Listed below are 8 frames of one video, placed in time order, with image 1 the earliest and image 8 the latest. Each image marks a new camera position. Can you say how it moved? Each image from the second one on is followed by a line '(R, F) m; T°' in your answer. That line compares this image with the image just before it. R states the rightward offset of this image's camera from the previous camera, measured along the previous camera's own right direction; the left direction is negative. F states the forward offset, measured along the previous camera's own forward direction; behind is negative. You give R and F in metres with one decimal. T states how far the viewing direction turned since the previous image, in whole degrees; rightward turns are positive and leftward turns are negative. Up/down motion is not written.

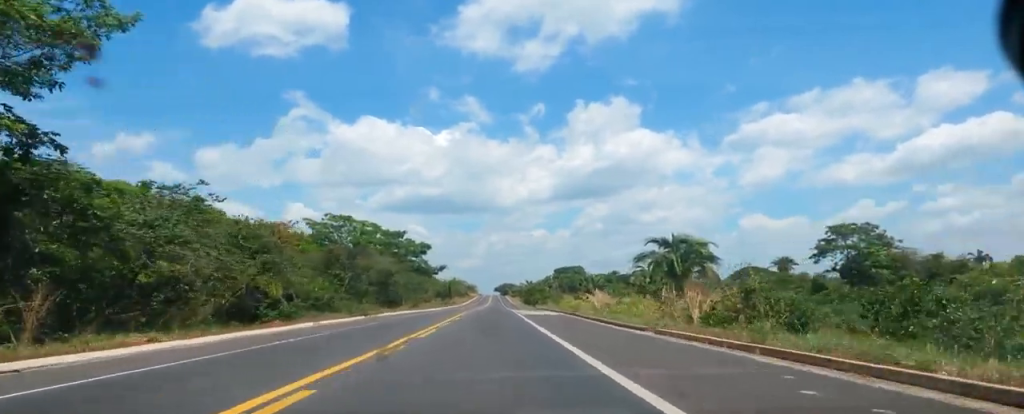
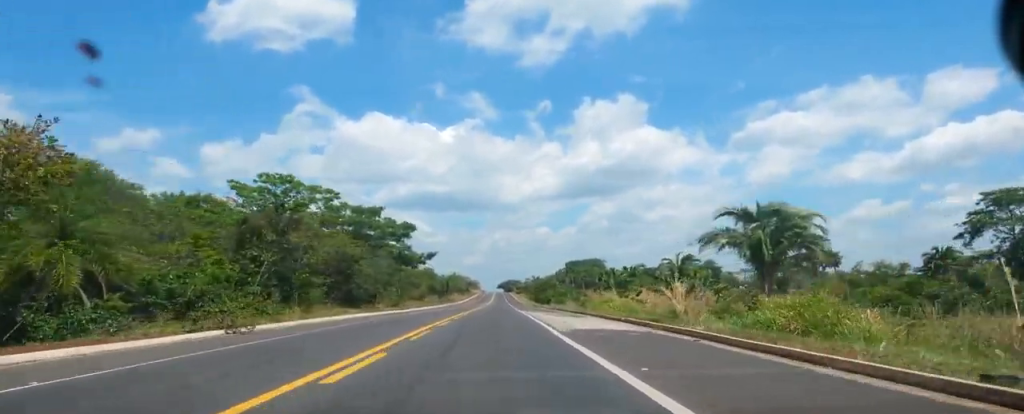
(+0.6, +29.1) m; -3°
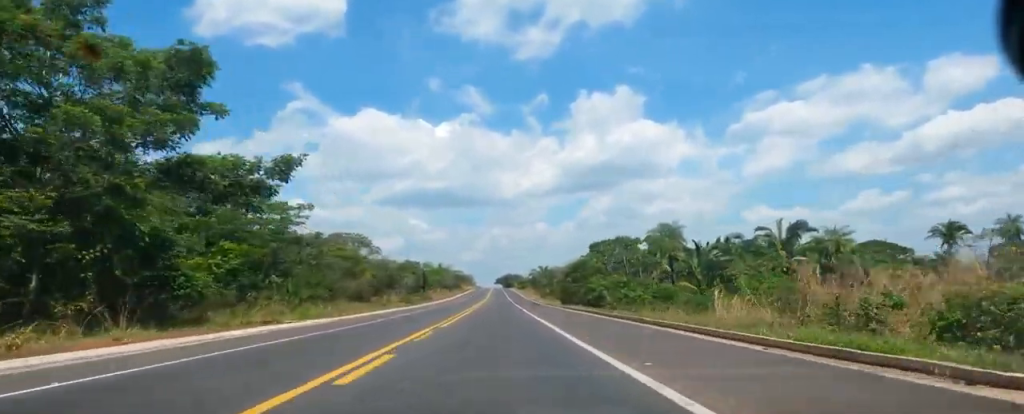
(-2.5, +65.8) m; -1°
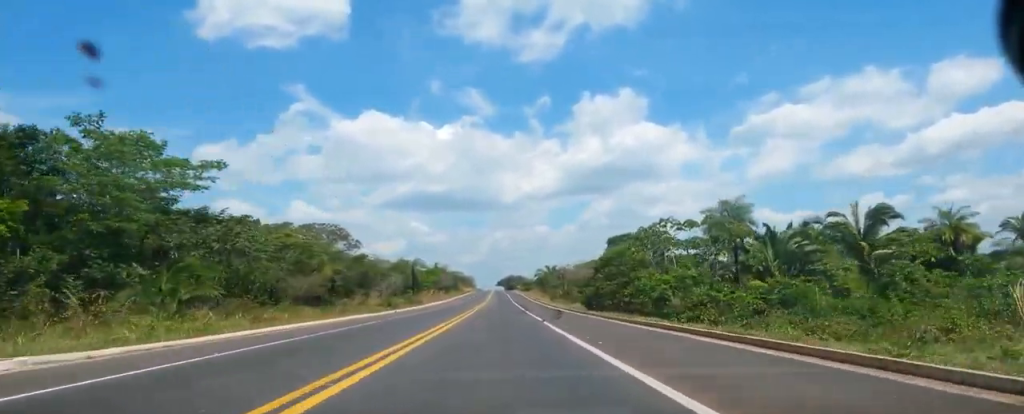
(+0.2, +22.8) m; +1°
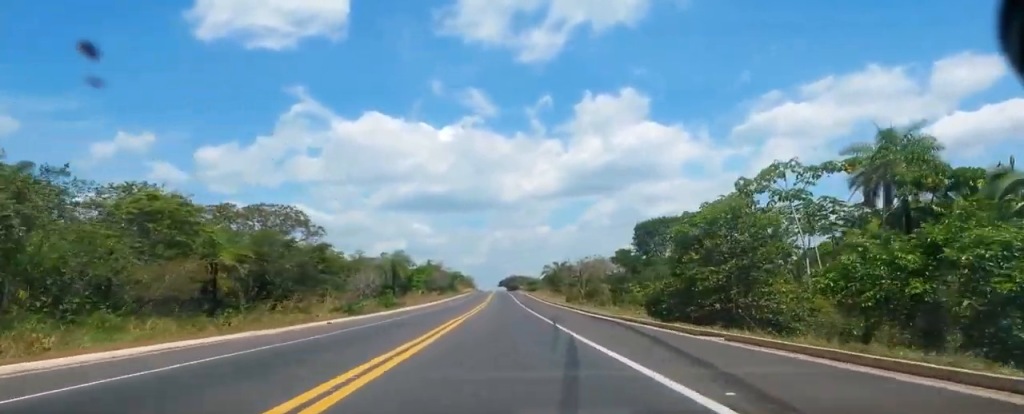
(-0.1, +26.6) m; 0°
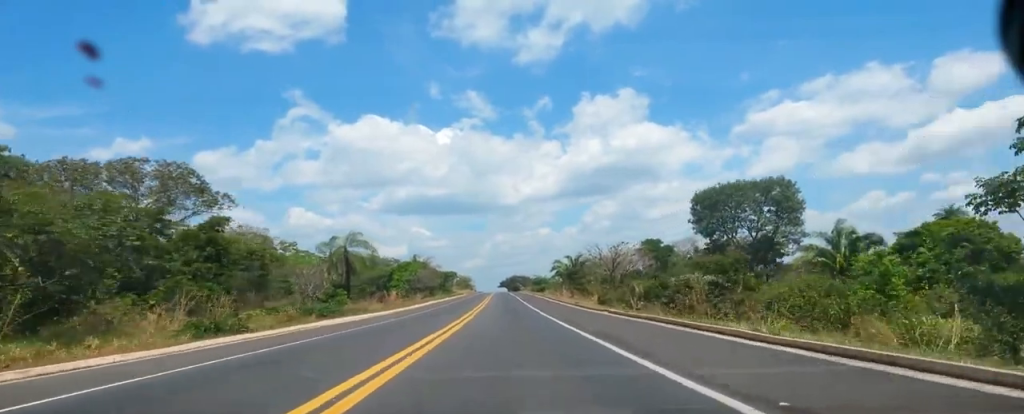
(0.0, +33.1) m; 0°
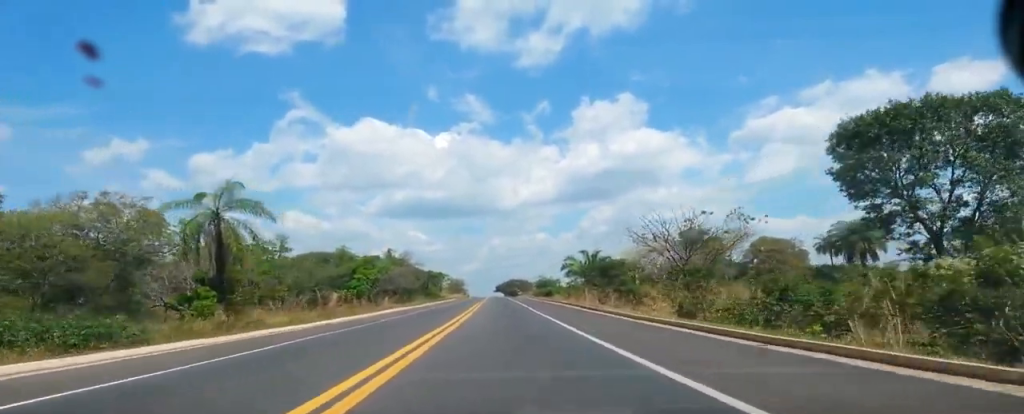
(0.0, +32.9) m; 0°
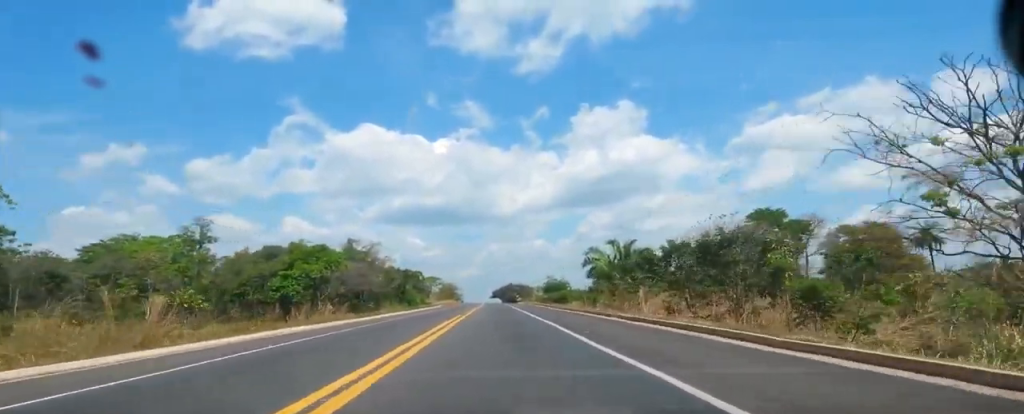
(0.0, +31.7) m; 0°
